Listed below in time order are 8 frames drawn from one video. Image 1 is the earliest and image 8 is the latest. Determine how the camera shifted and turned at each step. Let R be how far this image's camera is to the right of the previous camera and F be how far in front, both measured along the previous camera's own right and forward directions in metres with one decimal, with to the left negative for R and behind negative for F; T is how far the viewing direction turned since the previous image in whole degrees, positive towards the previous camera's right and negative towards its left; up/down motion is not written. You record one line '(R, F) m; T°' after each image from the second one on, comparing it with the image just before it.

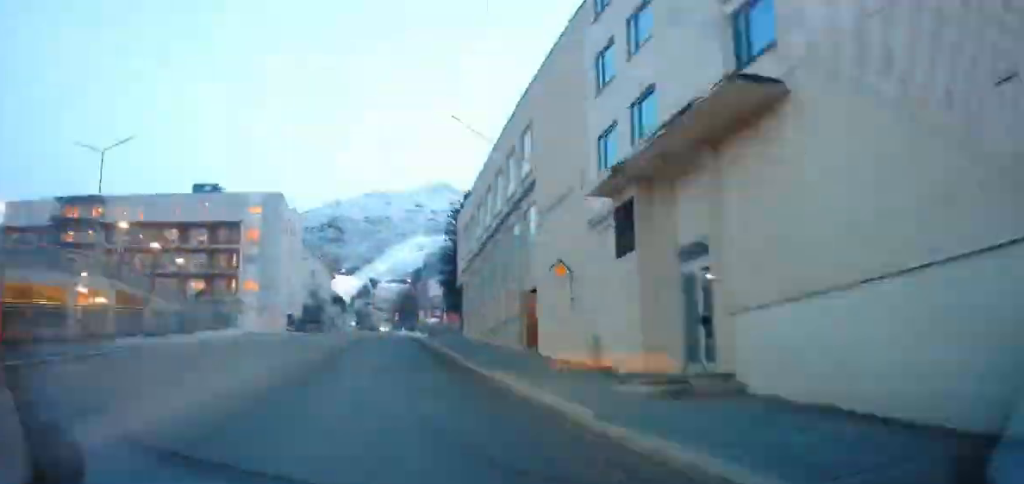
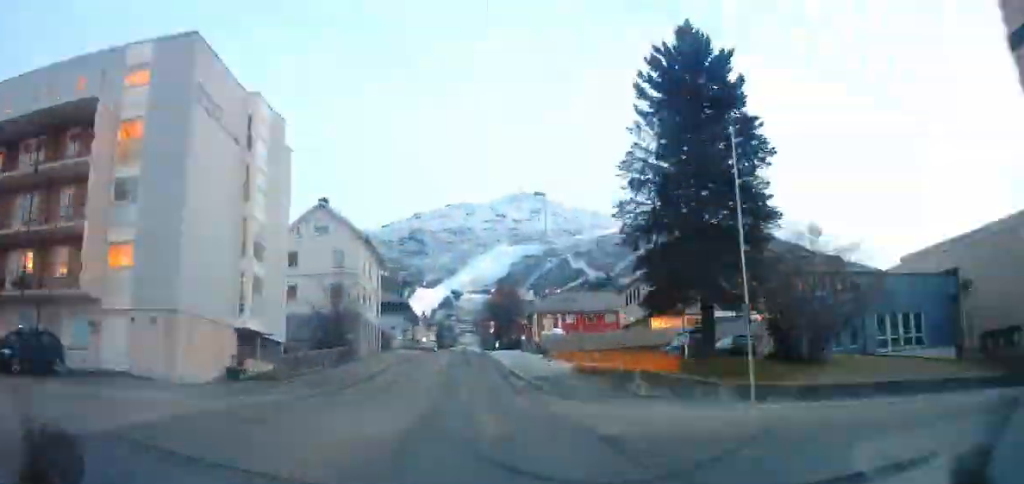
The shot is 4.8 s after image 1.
(-5.6, +44.4) m; -3°
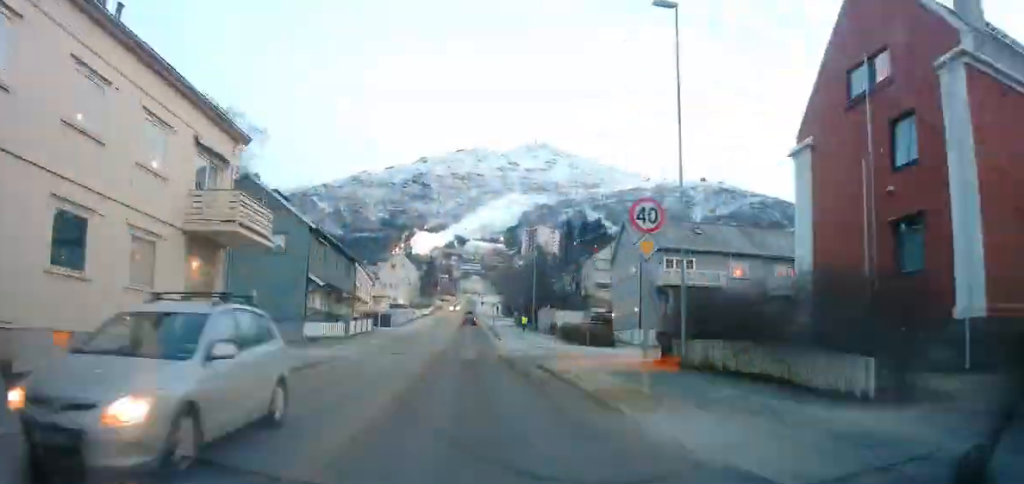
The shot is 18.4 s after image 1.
(-9.2, +129.4) m; -5°
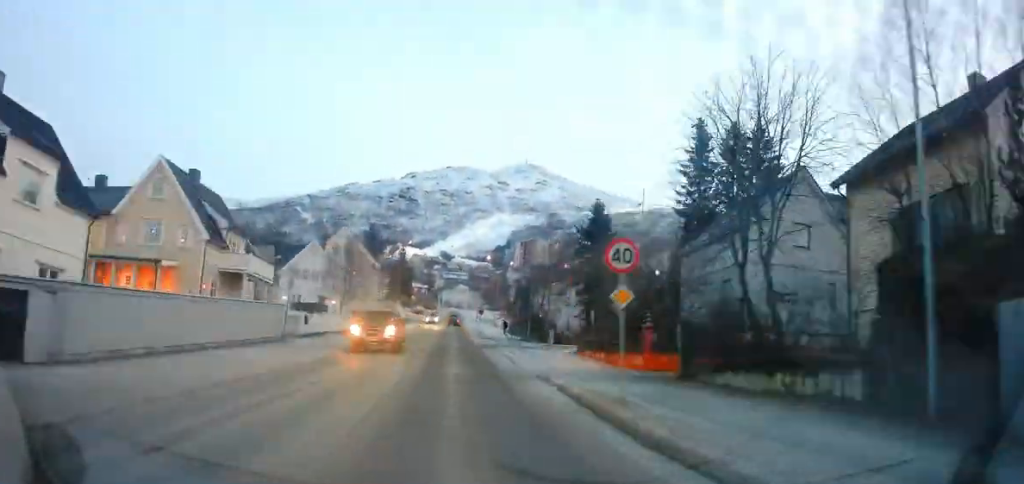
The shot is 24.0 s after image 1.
(+0.5, +54.1) m; -2°
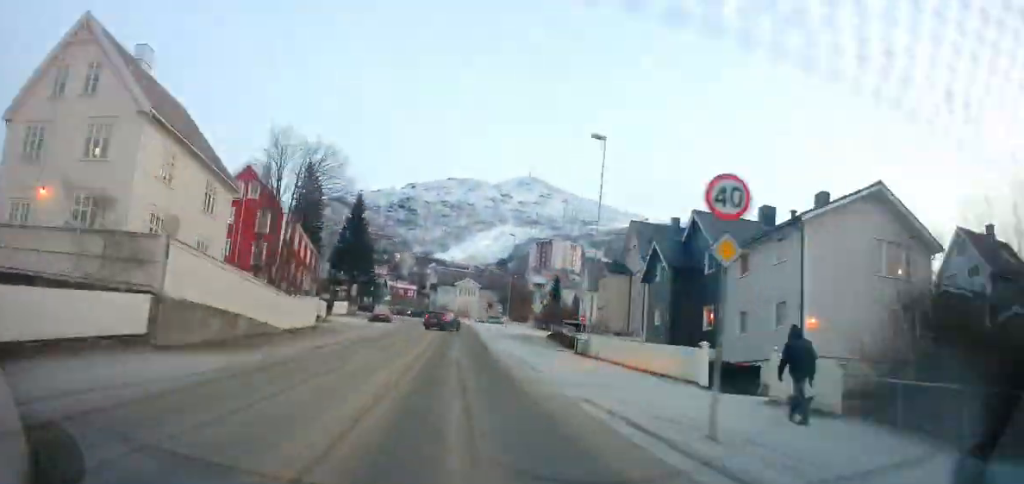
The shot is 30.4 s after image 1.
(0.0, +52.9) m; -18°
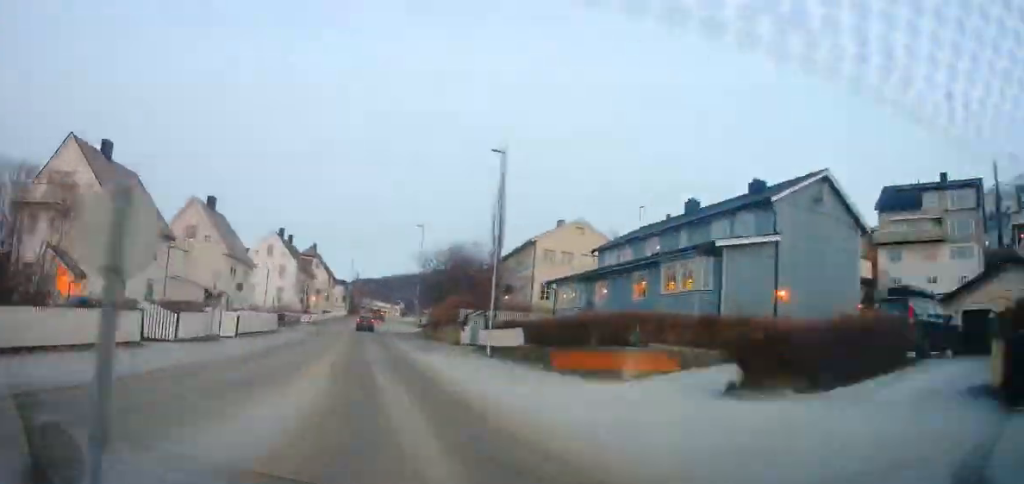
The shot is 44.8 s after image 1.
(-43.8, +93.7) m; -37°
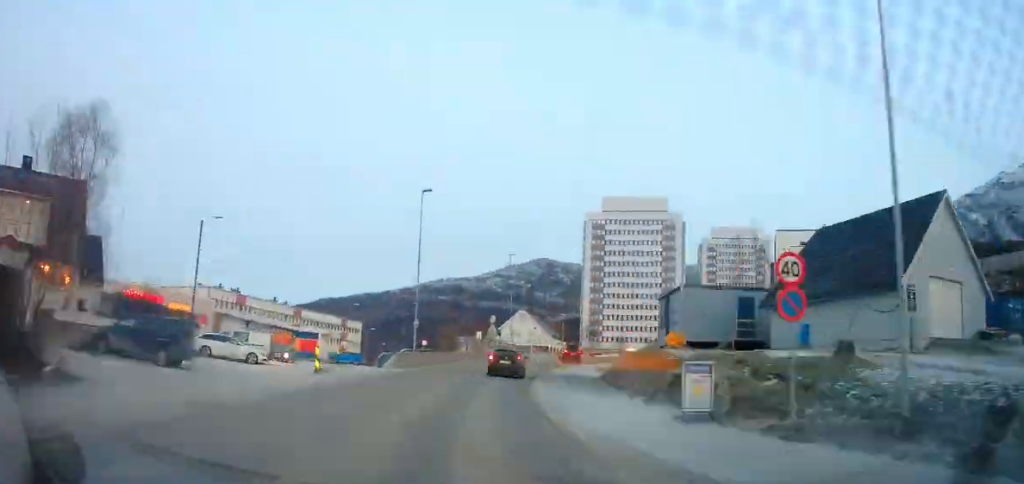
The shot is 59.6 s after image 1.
(-11.3, +130.6) m; +21°
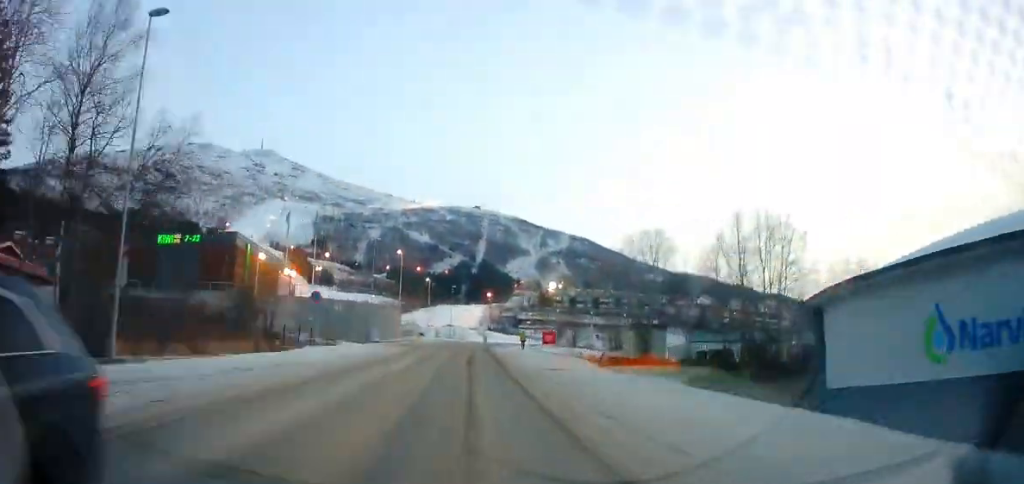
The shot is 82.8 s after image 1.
(+127.1, +120.9) m; +79°
